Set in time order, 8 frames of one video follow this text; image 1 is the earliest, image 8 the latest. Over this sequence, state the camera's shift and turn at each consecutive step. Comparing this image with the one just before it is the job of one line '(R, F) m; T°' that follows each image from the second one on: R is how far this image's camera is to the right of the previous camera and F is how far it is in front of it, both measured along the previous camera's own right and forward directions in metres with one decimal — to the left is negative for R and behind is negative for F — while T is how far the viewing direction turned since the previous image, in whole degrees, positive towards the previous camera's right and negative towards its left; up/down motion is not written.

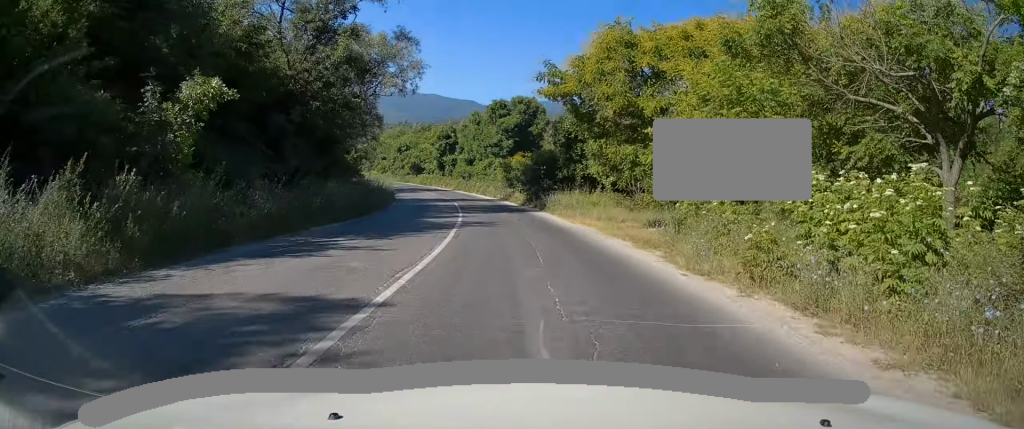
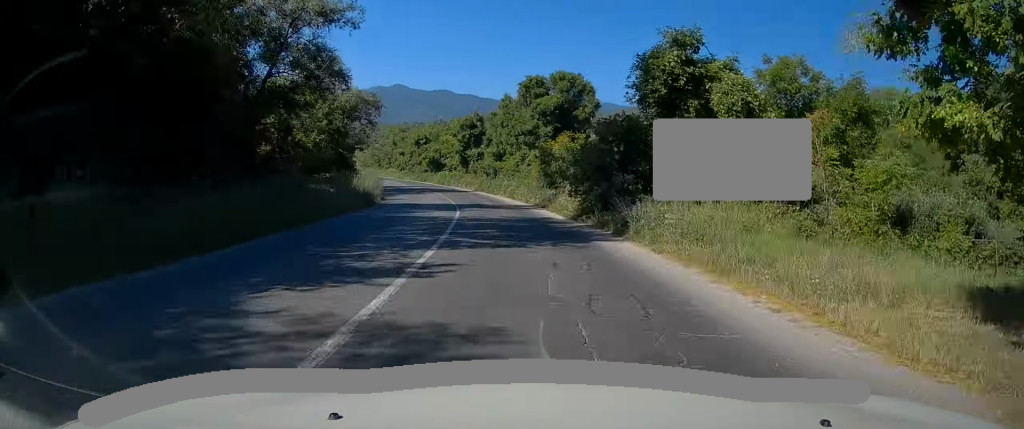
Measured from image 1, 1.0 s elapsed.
(-0.8, +15.5) m; -4°
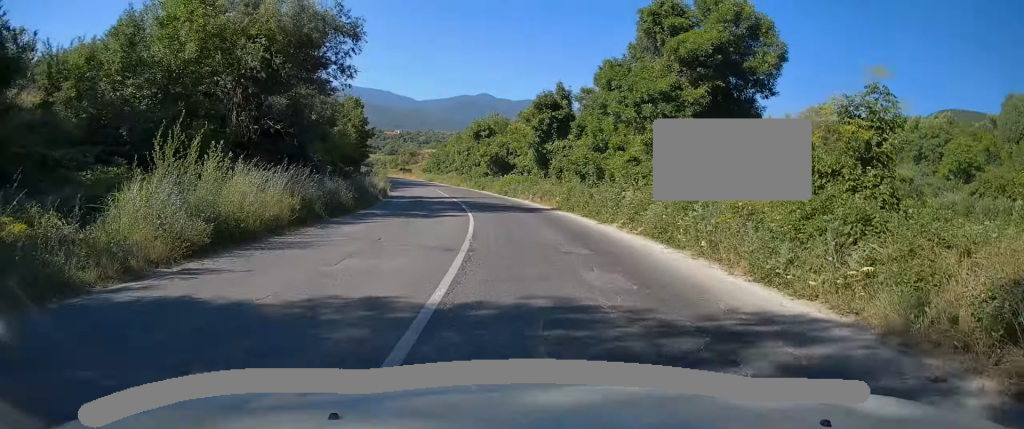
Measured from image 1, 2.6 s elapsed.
(-0.8, +25.5) m; -6°
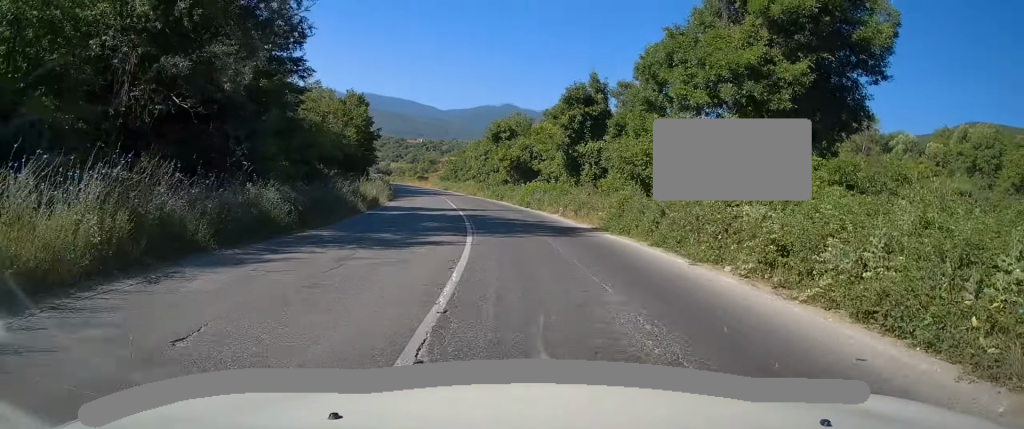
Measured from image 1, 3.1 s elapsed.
(-0.2, +7.9) m; -3°
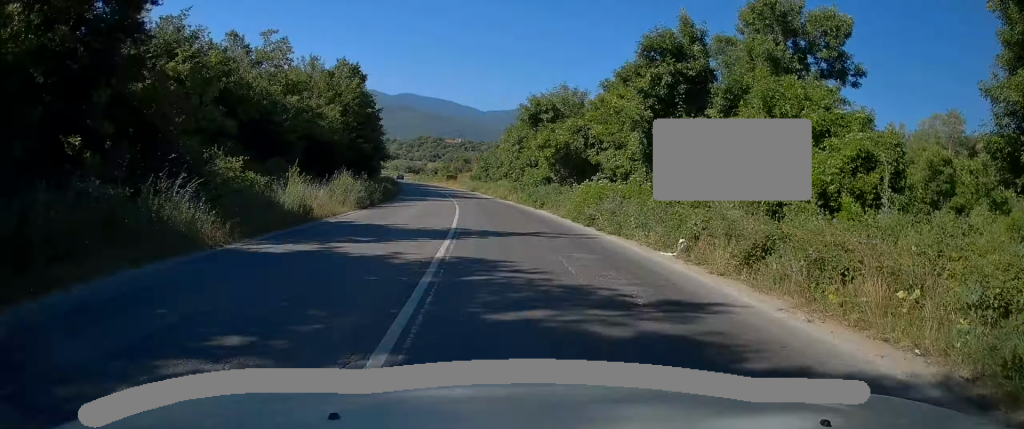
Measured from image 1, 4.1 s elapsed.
(-0.7, +15.0) m; -5°
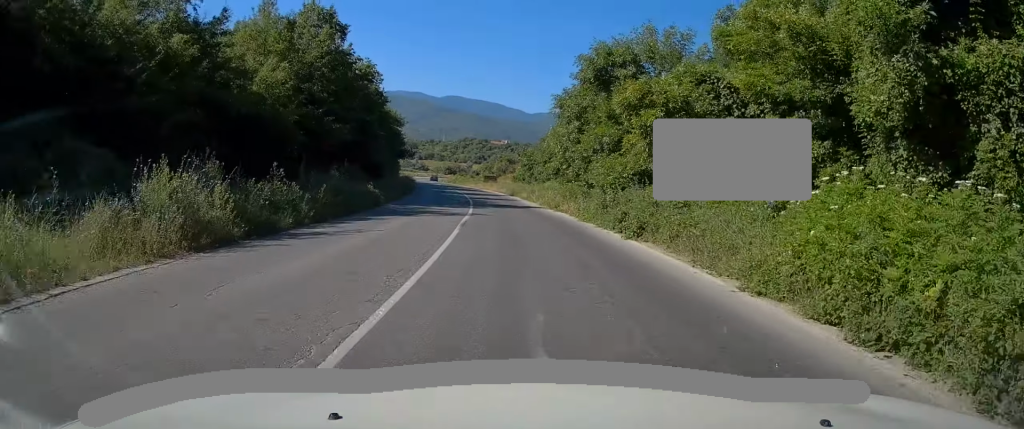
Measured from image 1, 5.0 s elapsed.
(-0.6, +15.8) m; -3°
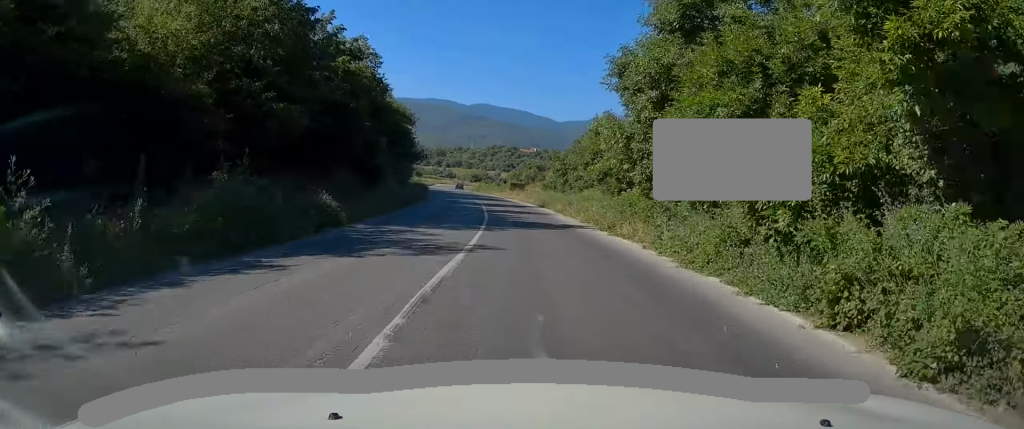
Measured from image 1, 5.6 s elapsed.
(-0.1, +9.7) m; -2°
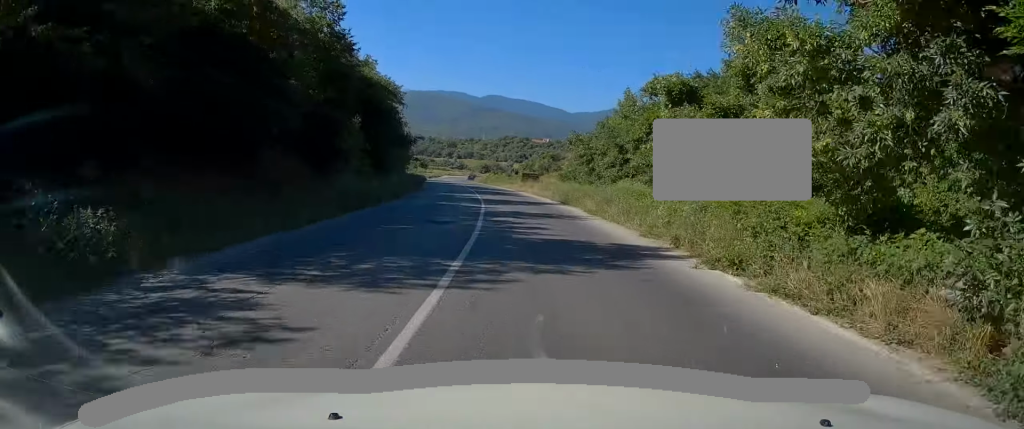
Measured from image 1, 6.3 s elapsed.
(-0.3, +10.7) m; -2°
